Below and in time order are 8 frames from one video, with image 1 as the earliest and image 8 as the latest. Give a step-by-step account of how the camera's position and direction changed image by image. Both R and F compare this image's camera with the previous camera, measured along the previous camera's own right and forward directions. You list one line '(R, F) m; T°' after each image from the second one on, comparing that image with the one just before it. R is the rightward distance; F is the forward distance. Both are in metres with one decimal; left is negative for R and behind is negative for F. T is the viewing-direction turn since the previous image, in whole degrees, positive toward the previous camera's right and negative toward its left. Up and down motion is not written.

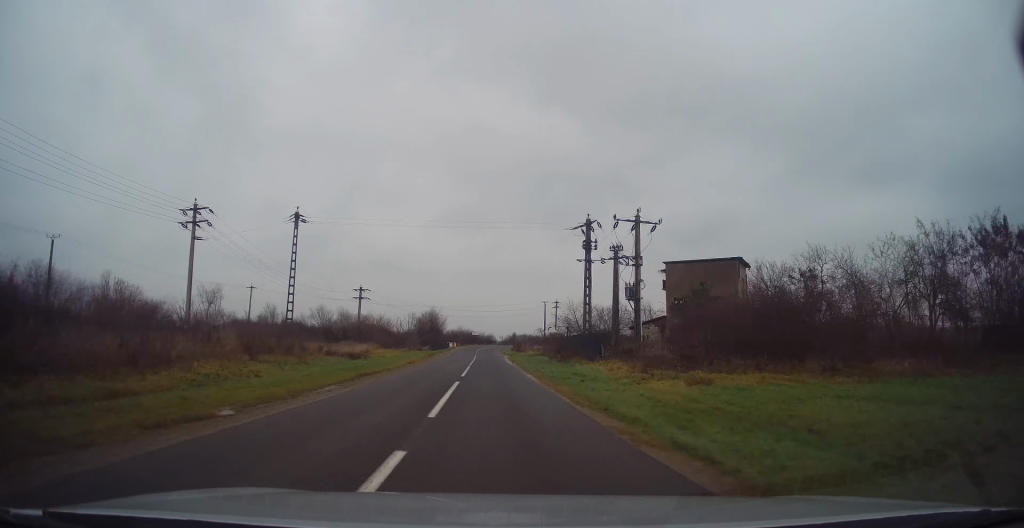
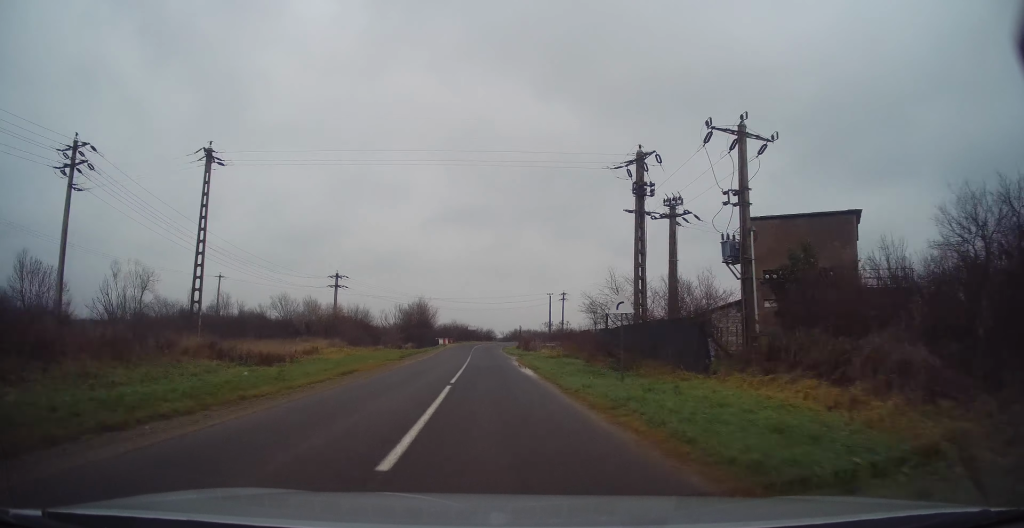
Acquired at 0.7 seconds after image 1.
(+0.2, +15.5) m; 0°
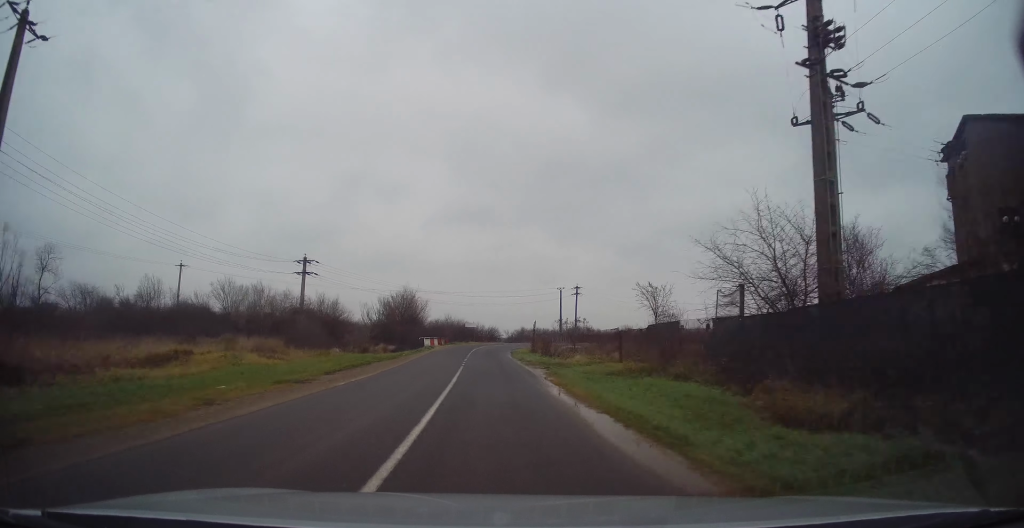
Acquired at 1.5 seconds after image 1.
(-0.3, +16.4) m; -1°
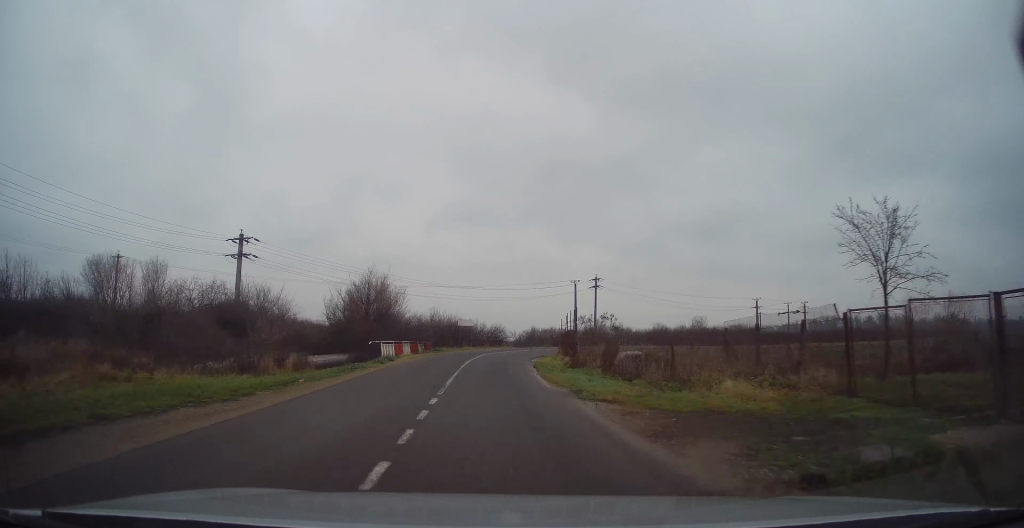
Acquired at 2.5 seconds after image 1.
(0.0, +19.2) m; 0°
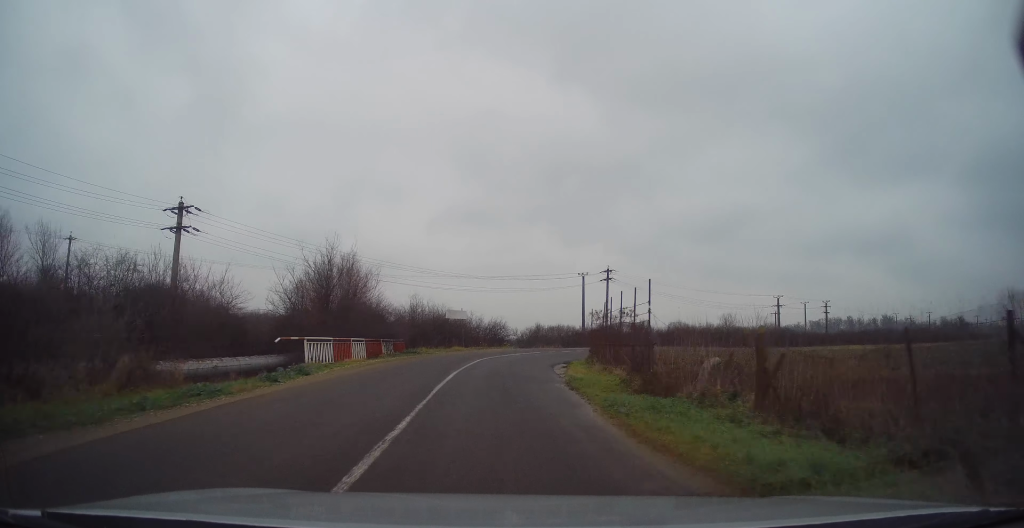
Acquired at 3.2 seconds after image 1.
(0.0, +11.0) m; +1°
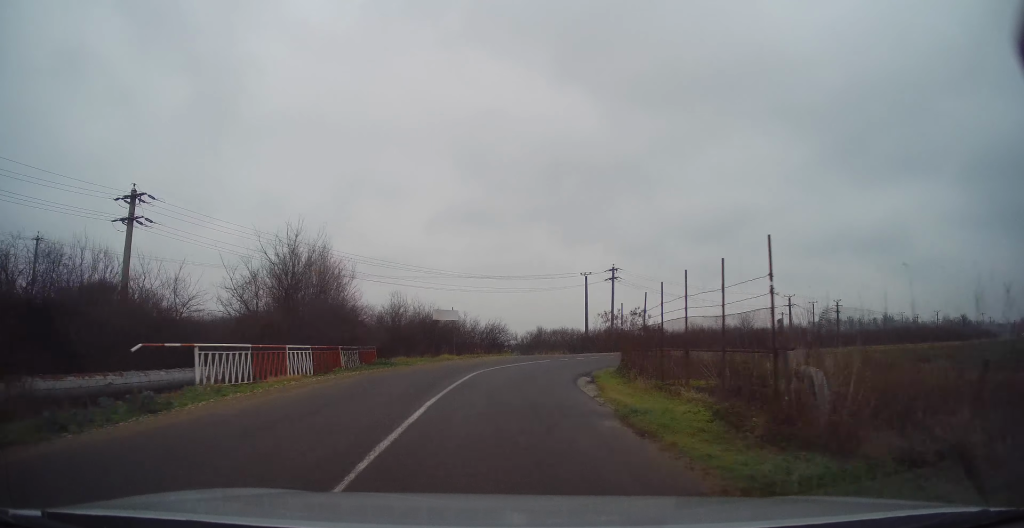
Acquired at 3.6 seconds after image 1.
(-0.1, +6.5) m; +2°
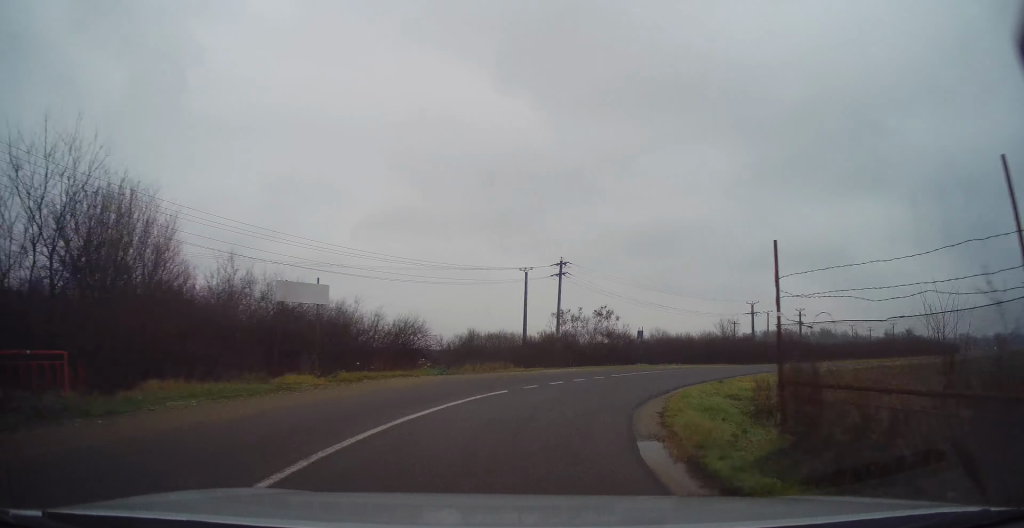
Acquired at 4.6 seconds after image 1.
(+0.7, +14.2) m; +10°
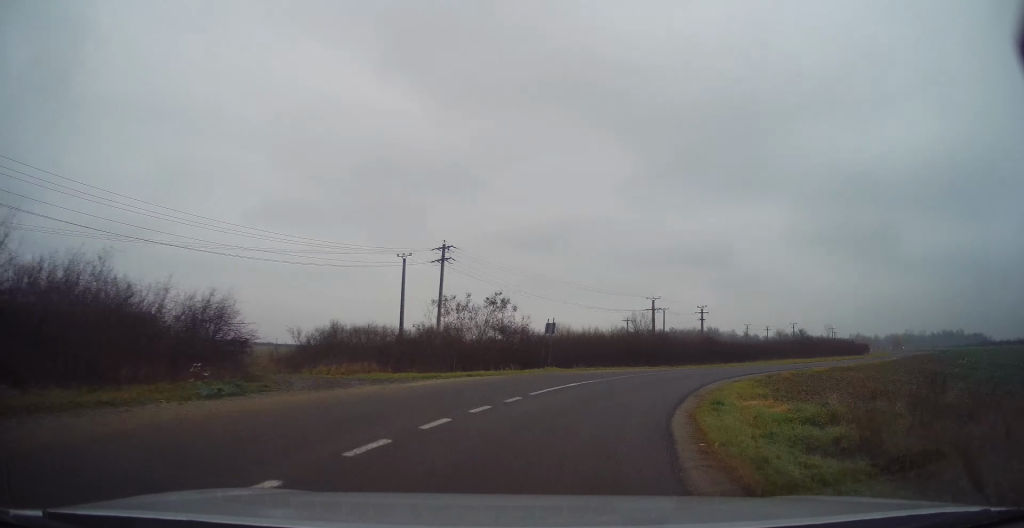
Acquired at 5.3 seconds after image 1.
(+1.0, +9.3) m; +13°
